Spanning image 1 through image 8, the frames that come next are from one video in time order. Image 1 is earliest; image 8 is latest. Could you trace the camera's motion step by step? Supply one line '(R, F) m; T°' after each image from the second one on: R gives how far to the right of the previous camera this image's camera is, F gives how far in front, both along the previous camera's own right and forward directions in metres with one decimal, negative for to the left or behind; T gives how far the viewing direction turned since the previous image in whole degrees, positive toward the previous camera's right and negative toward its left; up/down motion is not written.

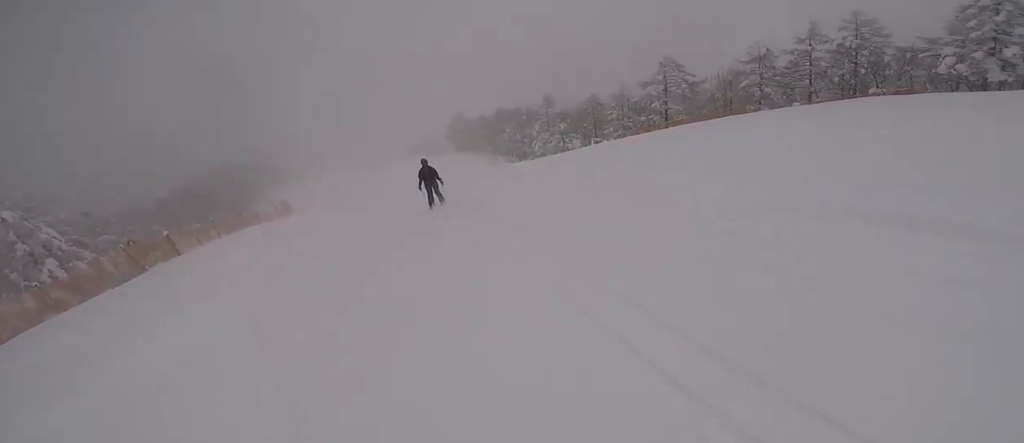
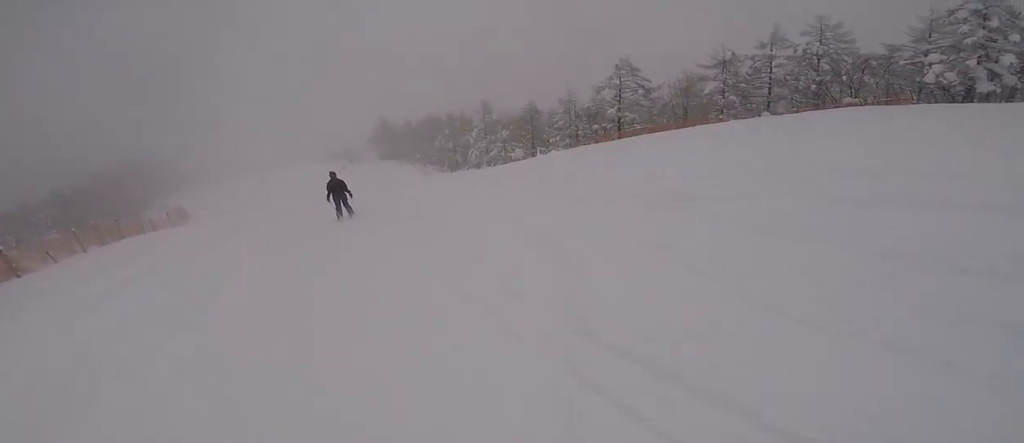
(+0.1, +5.5) m; +3°
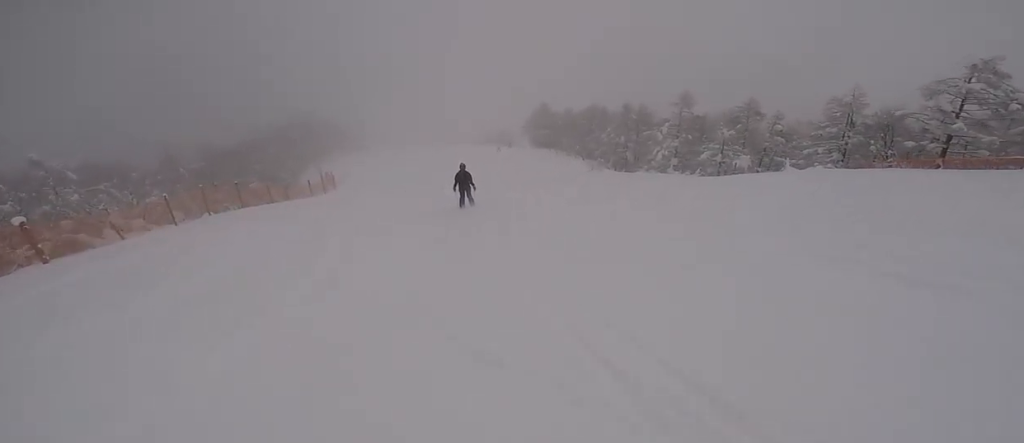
(+0.4, +11.3) m; +3°
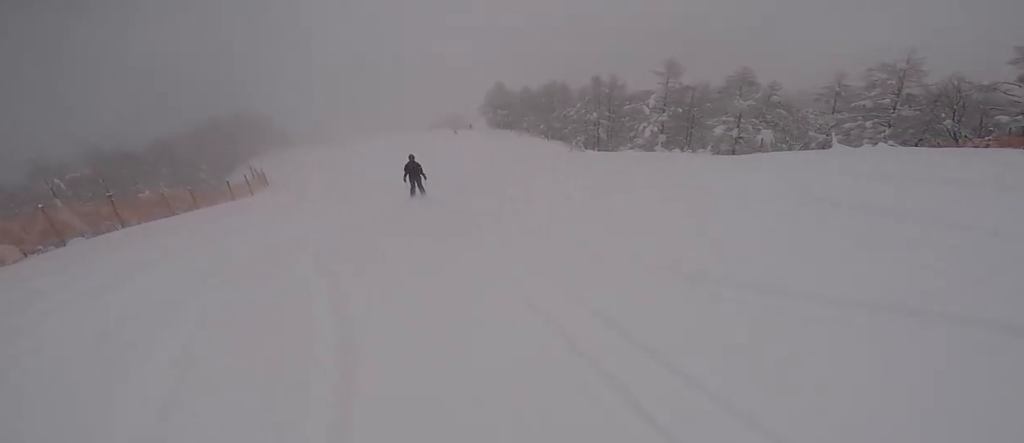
(-0.1, +7.6) m; -4°
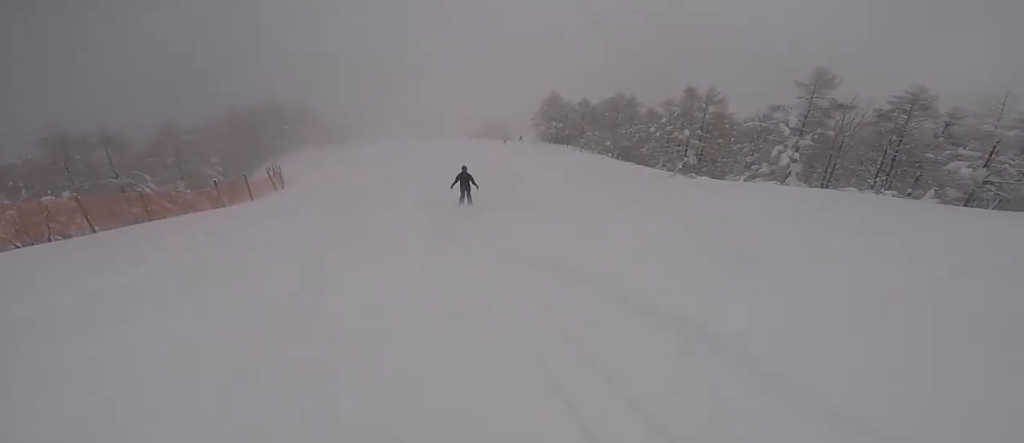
(-0.6, +11.7) m; +1°
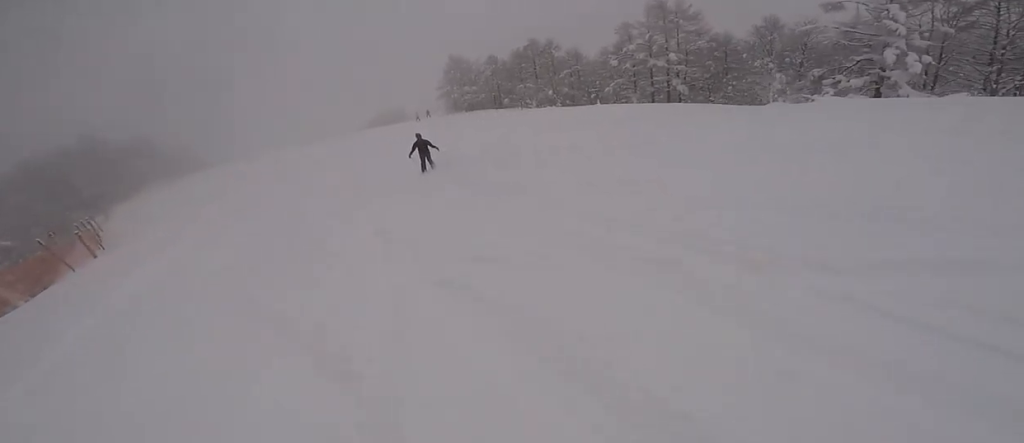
(+1.8, +15.9) m; +16°
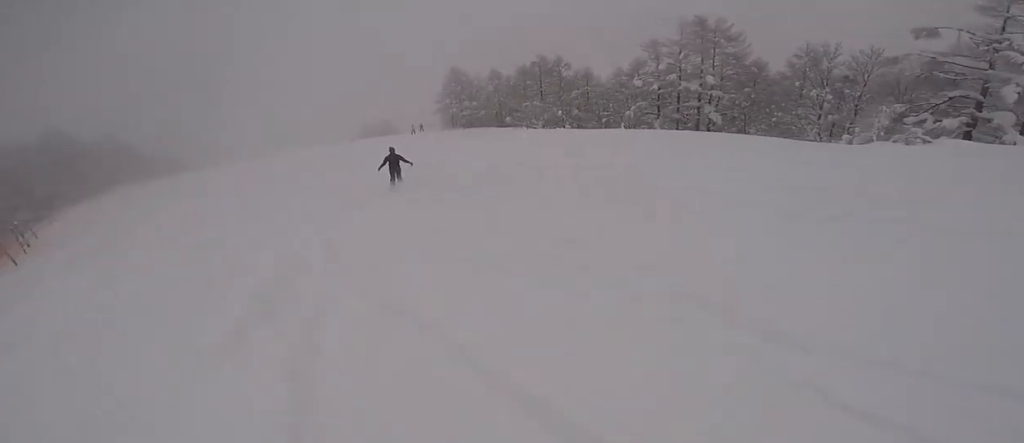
(+0.5, +5.0) m; +1°
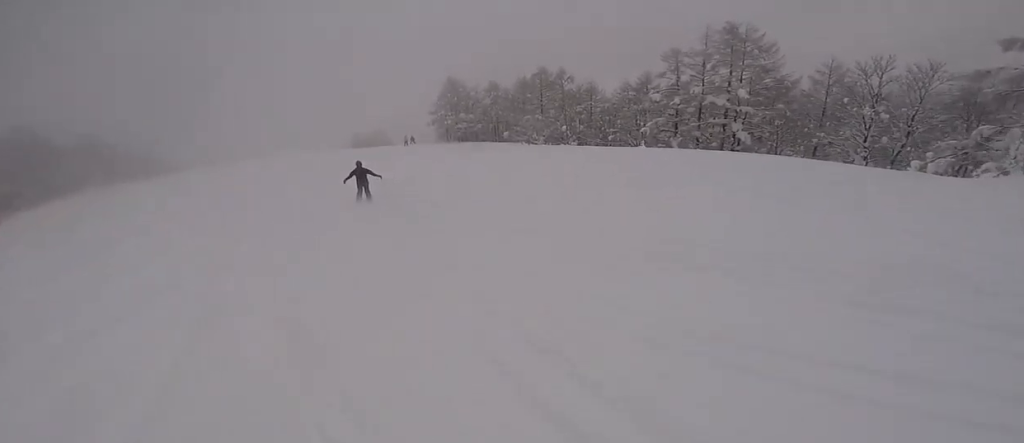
(+0.8, +4.6) m; -1°
